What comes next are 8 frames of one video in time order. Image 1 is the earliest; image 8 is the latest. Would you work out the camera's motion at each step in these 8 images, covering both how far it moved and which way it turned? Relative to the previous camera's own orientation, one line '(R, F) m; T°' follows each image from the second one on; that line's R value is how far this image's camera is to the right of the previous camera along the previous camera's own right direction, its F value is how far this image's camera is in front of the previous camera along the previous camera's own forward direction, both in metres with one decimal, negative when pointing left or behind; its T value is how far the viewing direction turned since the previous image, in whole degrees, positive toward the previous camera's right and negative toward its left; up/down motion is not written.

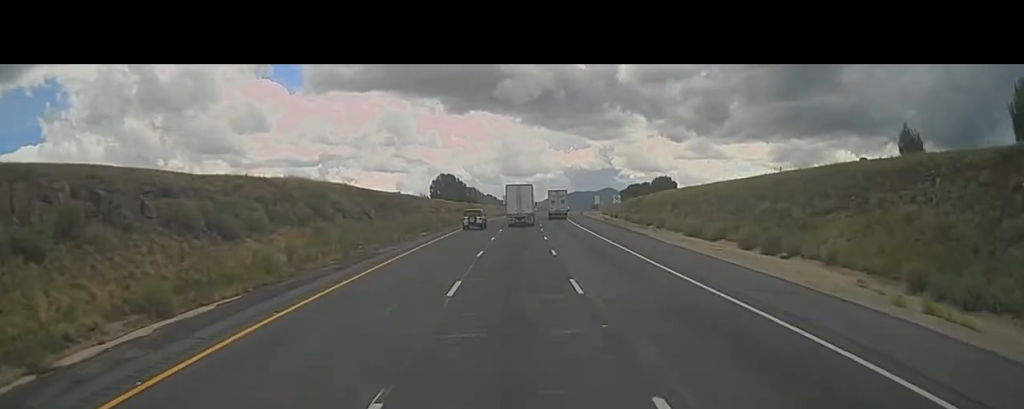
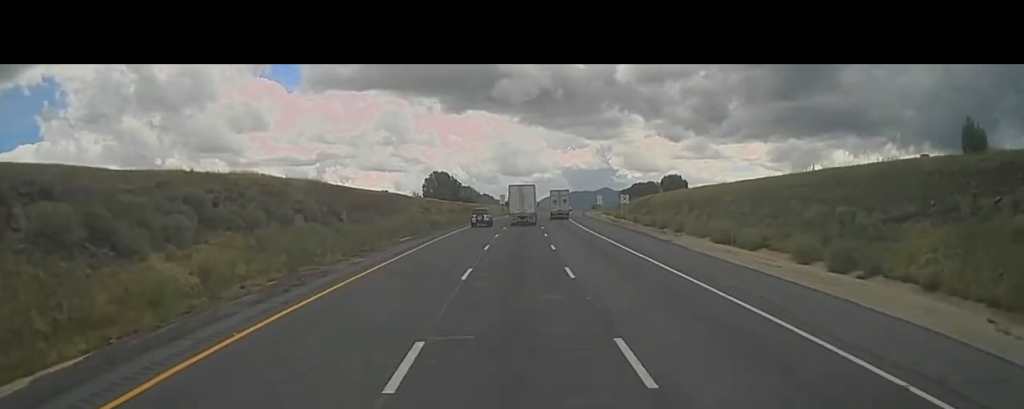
(+0.2, +8.5) m; +1°
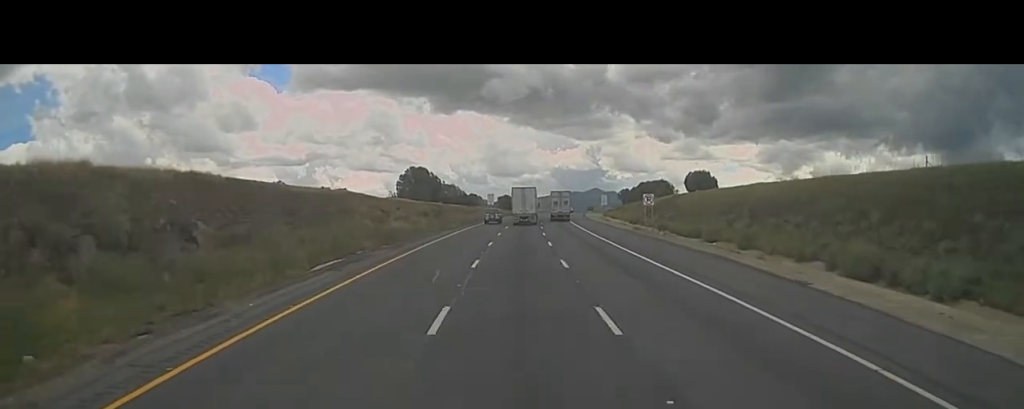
(+0.1, +20.7) m; +2°
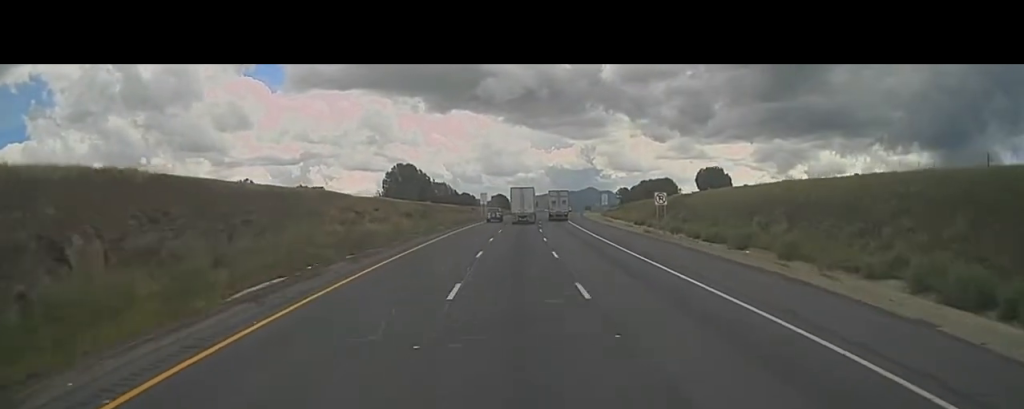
(+0.2, +8.0) m; +1°
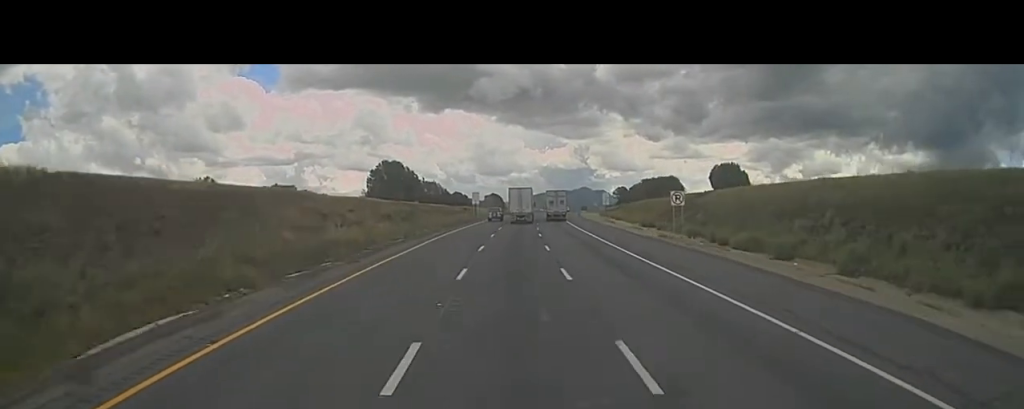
(+0.1, +8.0) m; +1°
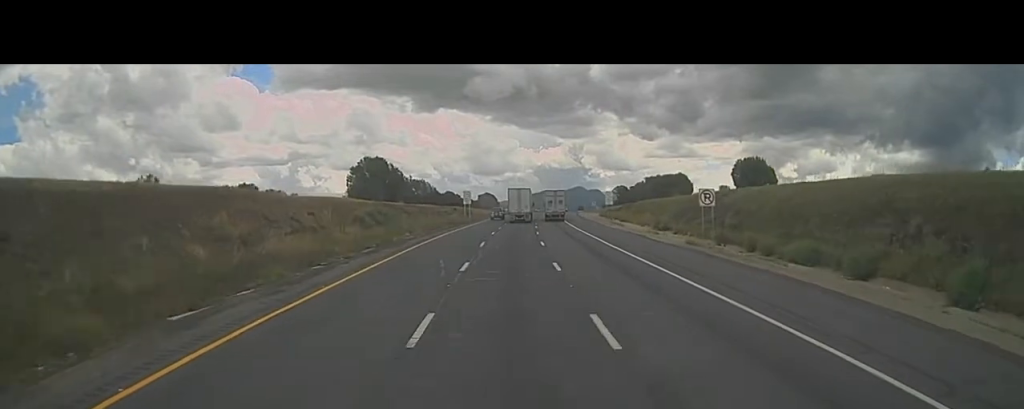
(+0.1, +9.2) m; 0°
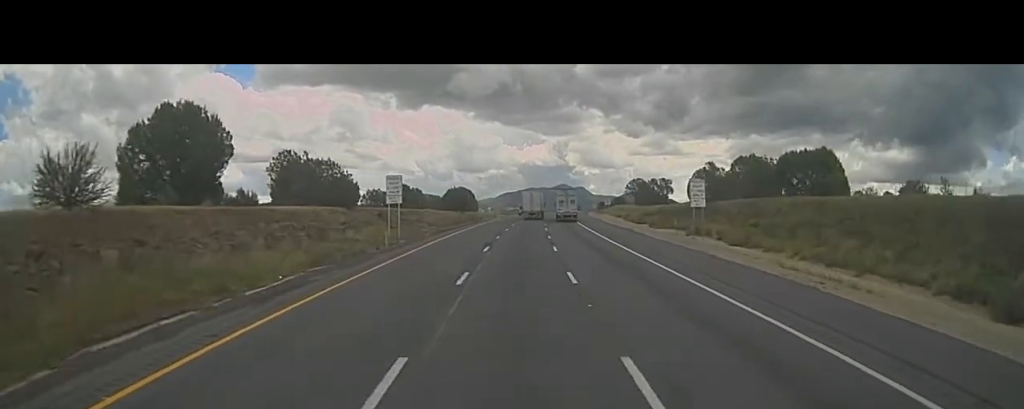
(+0.1, +54.7) m; +1°
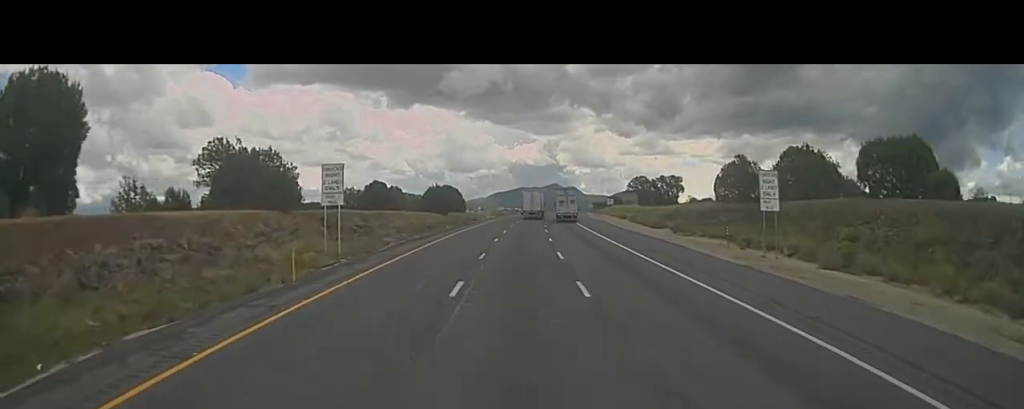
(0.0, +15.0) m; +1°
